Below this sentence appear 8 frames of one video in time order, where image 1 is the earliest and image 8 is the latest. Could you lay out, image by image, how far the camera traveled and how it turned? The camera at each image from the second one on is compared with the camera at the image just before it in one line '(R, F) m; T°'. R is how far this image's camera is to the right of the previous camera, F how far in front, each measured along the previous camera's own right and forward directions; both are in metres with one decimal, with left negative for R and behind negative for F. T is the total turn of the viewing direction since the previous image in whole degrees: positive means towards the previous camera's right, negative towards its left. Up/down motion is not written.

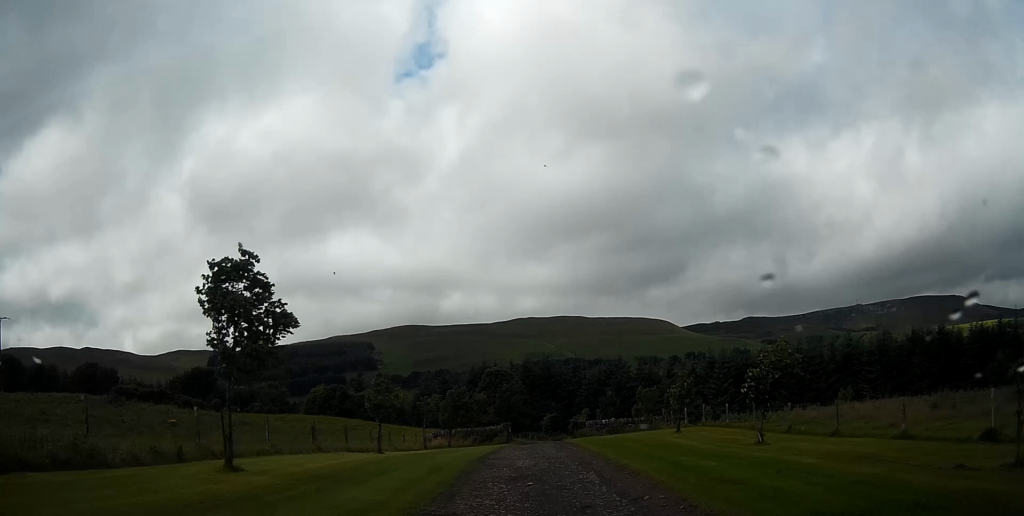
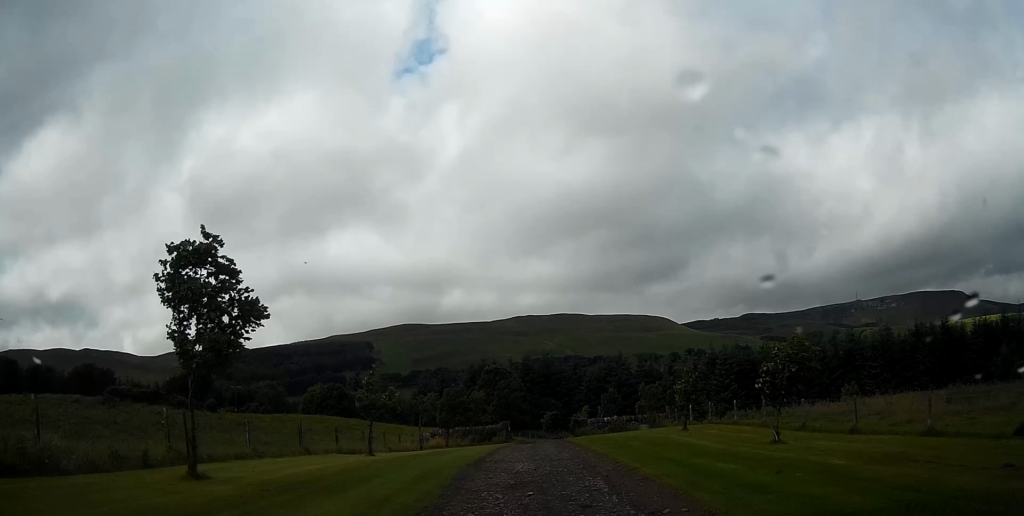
(0.0, +1.3) m; -1°
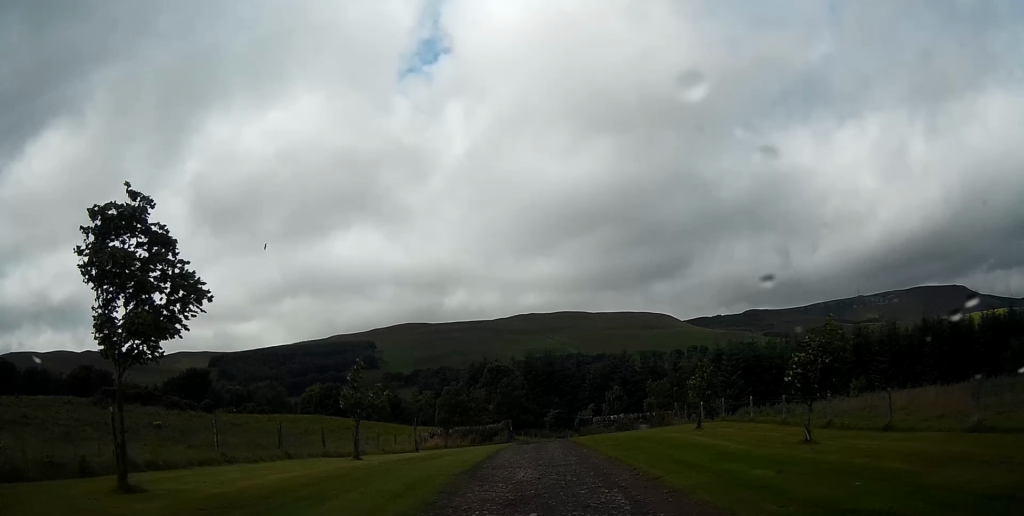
(0.0, +2.0) m; 0°
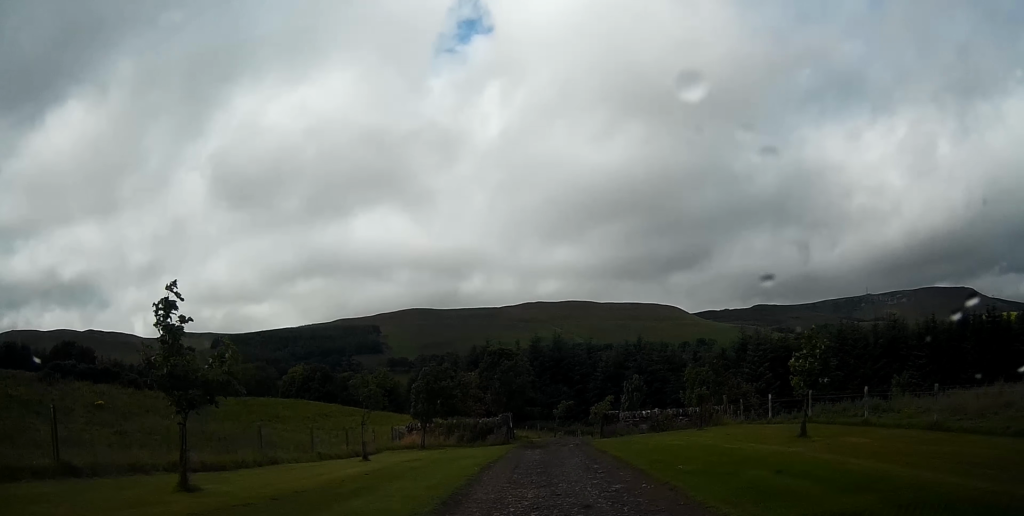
(+0.8, +11.1) m; +5°
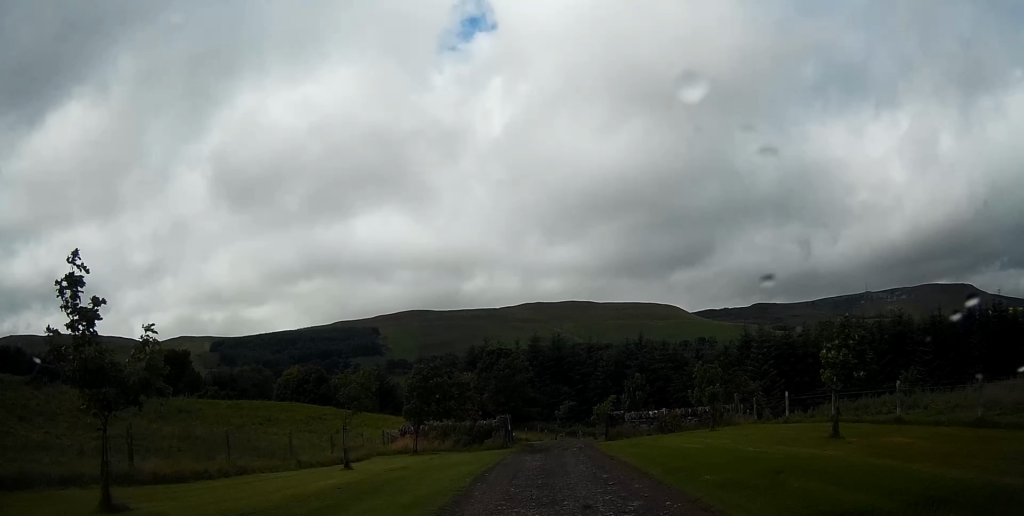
(0.0, +2.2) m; 0°
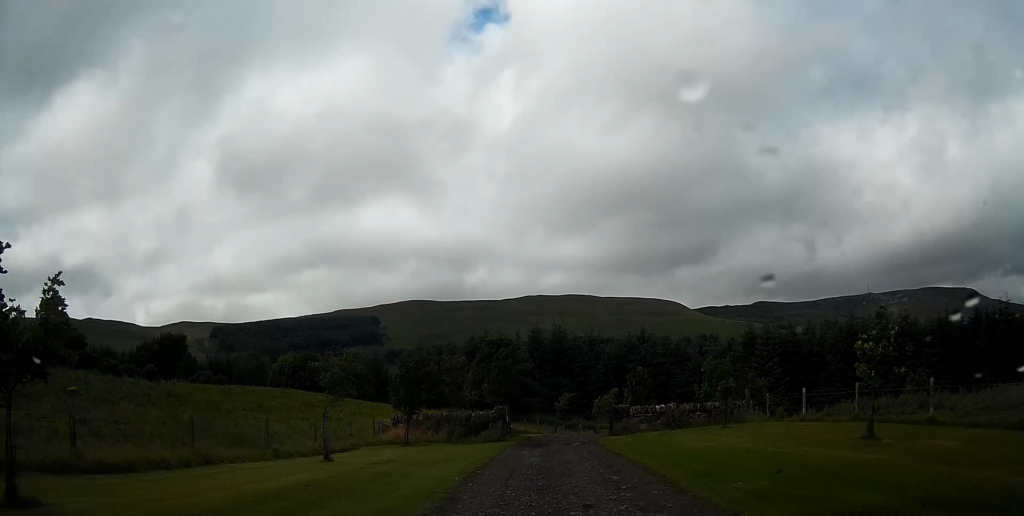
(0.0, +1.9) m; 0°
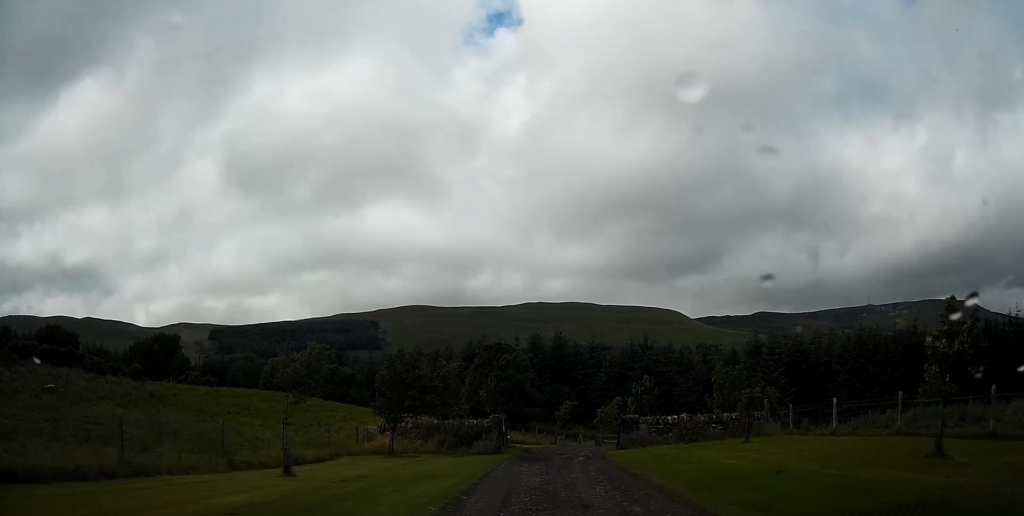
(0.0, +2.9) m; -1°
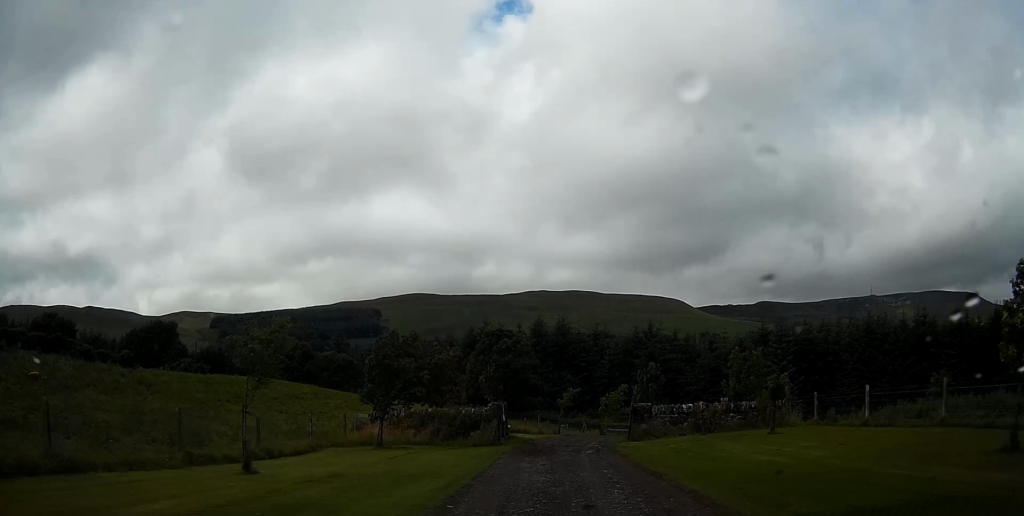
(0.0, +2.3) m; -1°
